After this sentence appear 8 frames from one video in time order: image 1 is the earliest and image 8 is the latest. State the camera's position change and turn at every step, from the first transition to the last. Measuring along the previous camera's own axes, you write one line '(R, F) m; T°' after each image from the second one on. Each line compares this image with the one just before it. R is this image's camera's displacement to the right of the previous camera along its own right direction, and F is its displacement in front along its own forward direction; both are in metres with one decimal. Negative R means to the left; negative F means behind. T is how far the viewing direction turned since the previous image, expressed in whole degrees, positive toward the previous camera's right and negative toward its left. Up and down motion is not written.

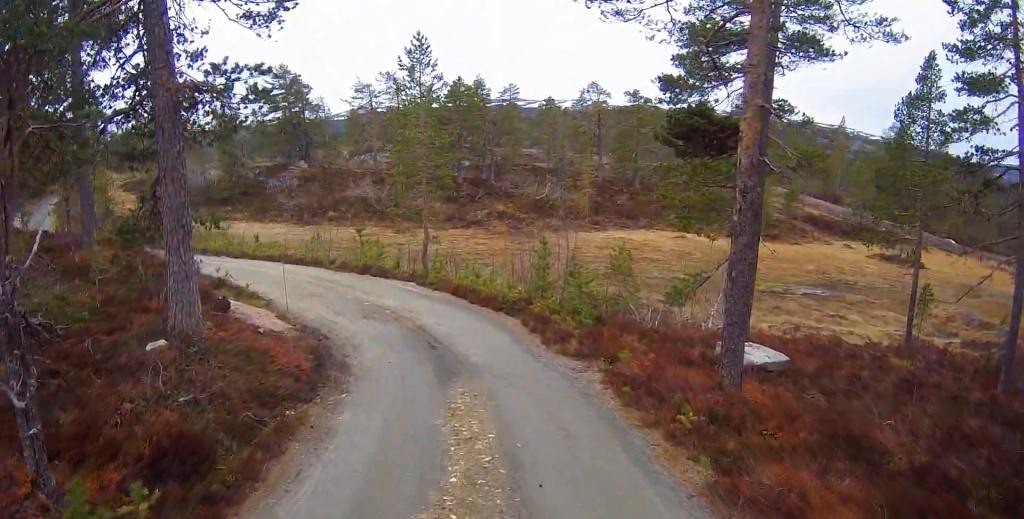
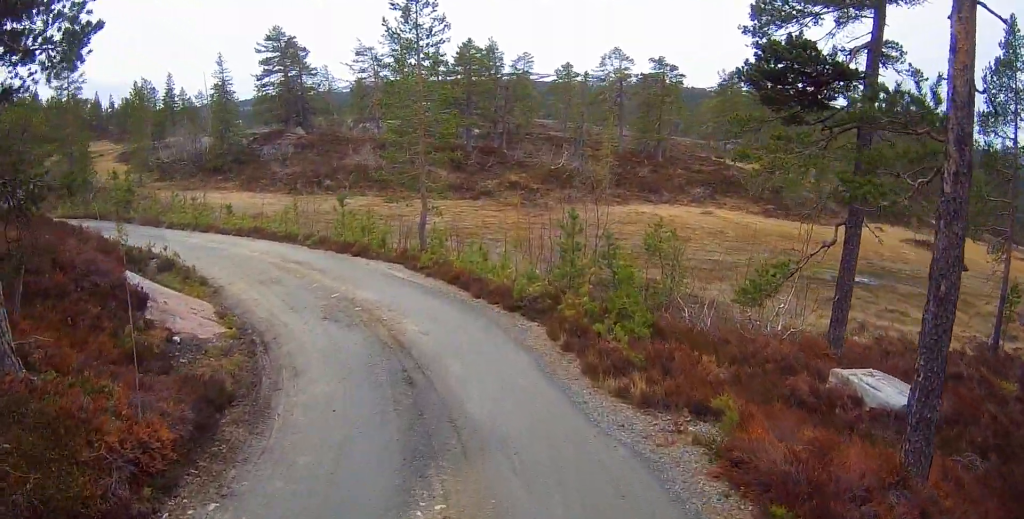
(-0.8, +5.5) m; -1°
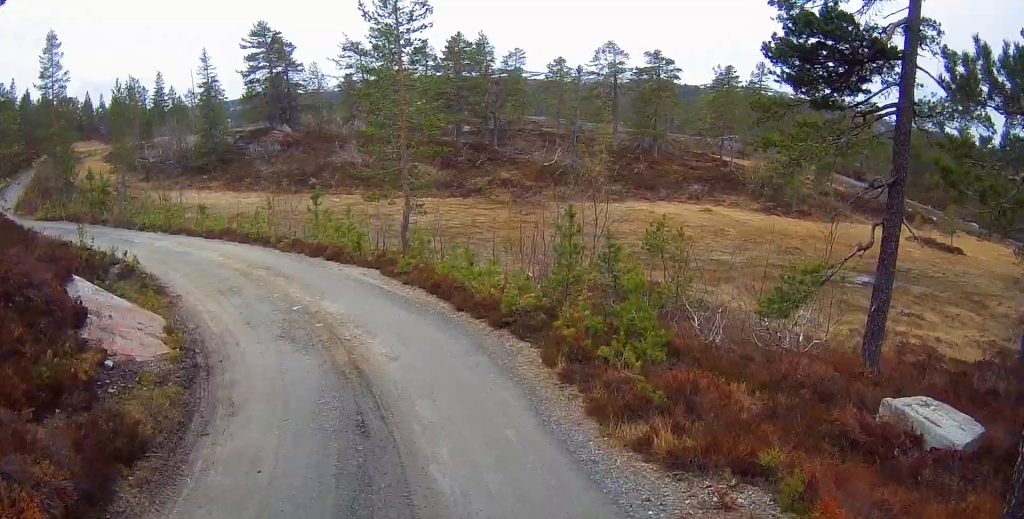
(+0.1, +2.0) m; +5°
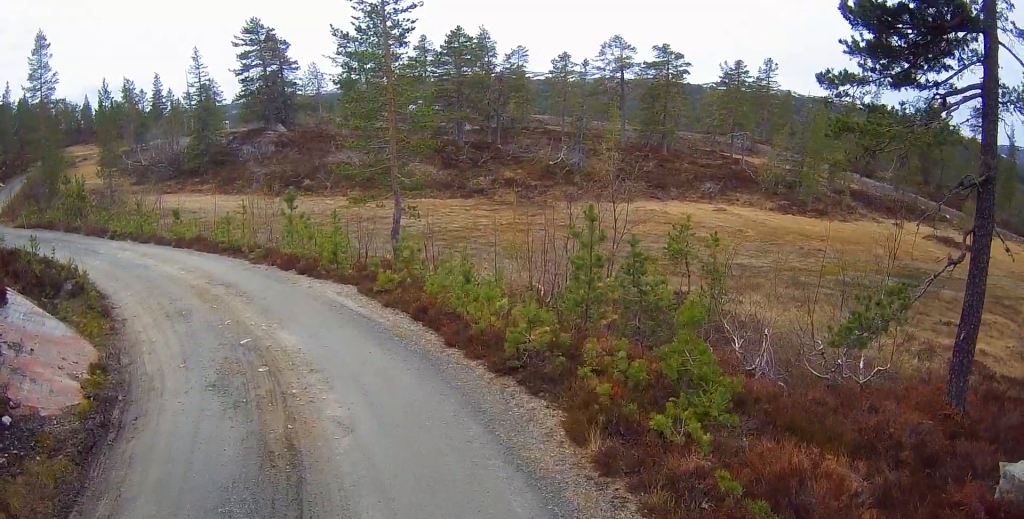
(+0.2, +2.6) m; +3°
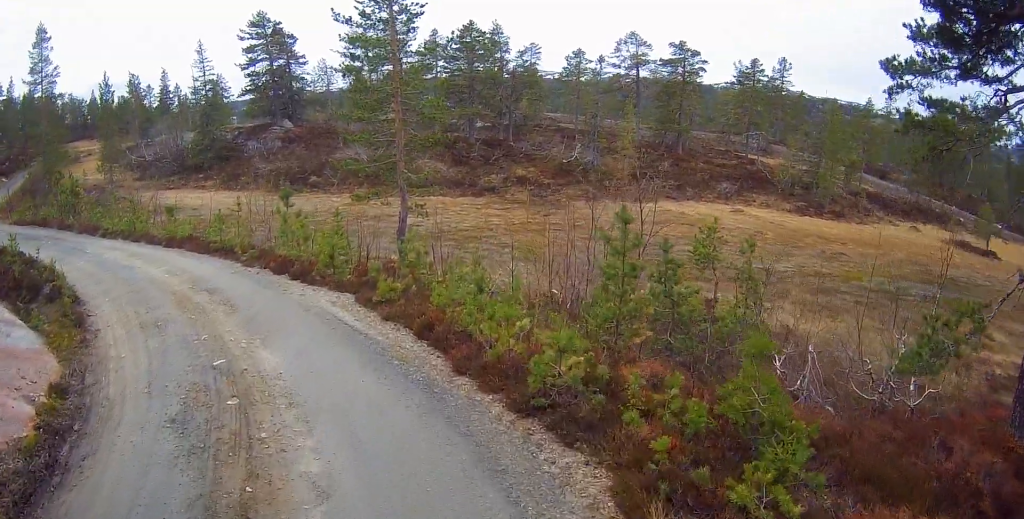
(0.0, +1.4) m; -2°
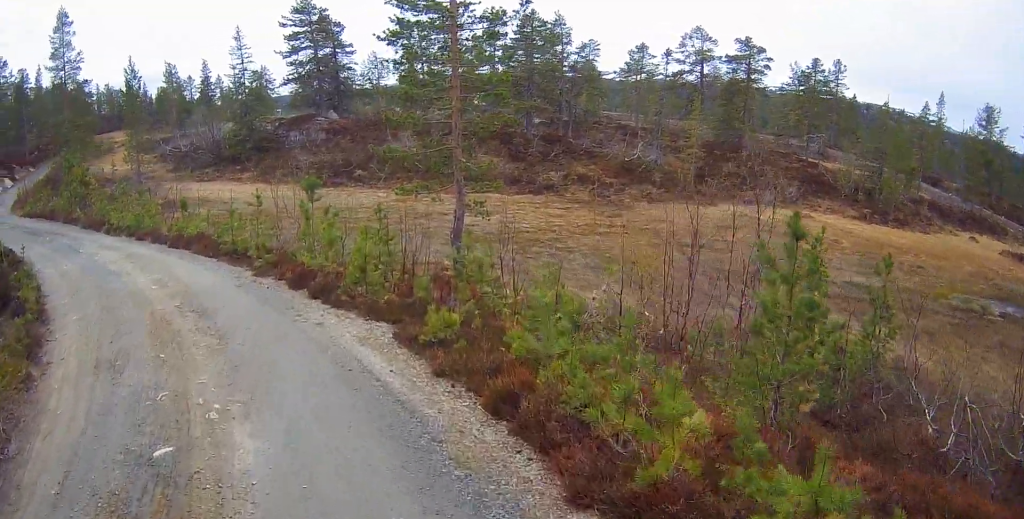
(-0.1, +2.9) m; -4°
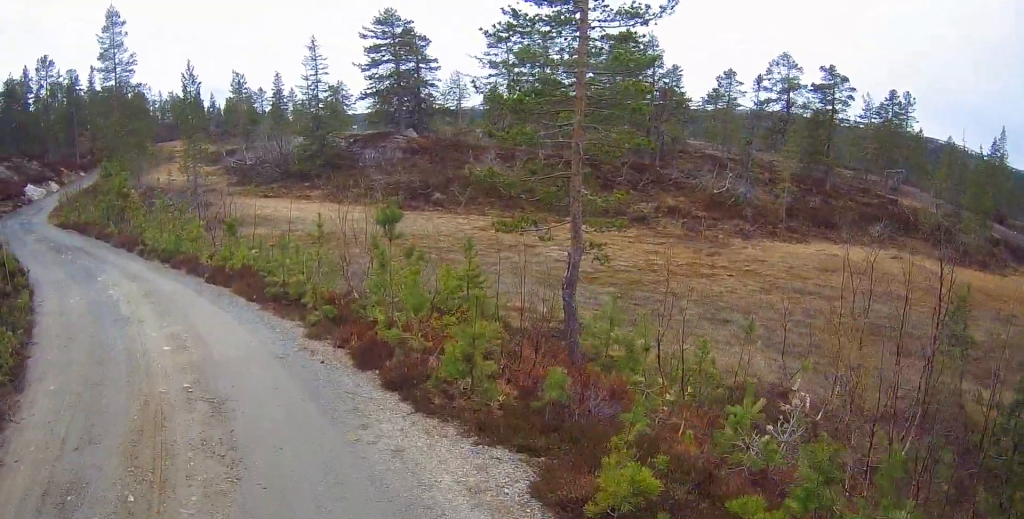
(-0.1, +2.8) m; -2°
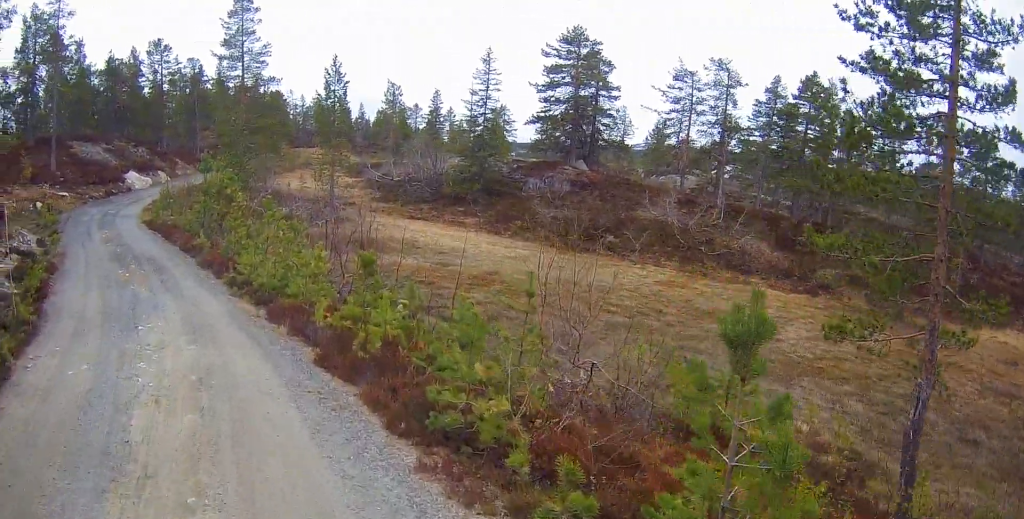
(-0.3, +4.9) m; -13°
